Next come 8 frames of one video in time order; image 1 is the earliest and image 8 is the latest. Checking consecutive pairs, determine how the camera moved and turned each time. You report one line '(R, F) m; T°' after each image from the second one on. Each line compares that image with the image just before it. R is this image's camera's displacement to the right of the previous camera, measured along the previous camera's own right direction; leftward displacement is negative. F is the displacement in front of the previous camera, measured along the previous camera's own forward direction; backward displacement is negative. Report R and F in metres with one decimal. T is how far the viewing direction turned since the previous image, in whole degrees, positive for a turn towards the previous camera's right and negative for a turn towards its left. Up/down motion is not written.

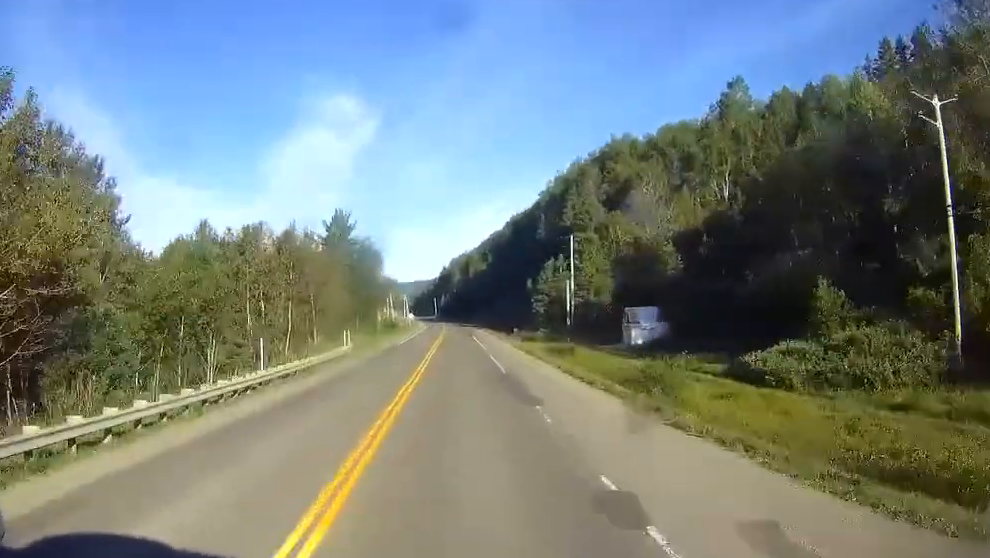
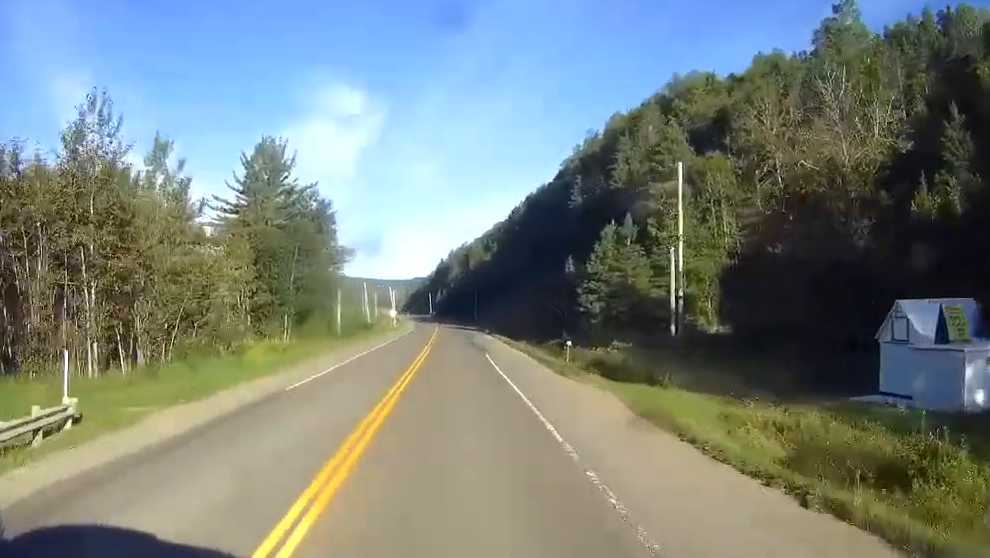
(+0.1, +49.9) m; 0°
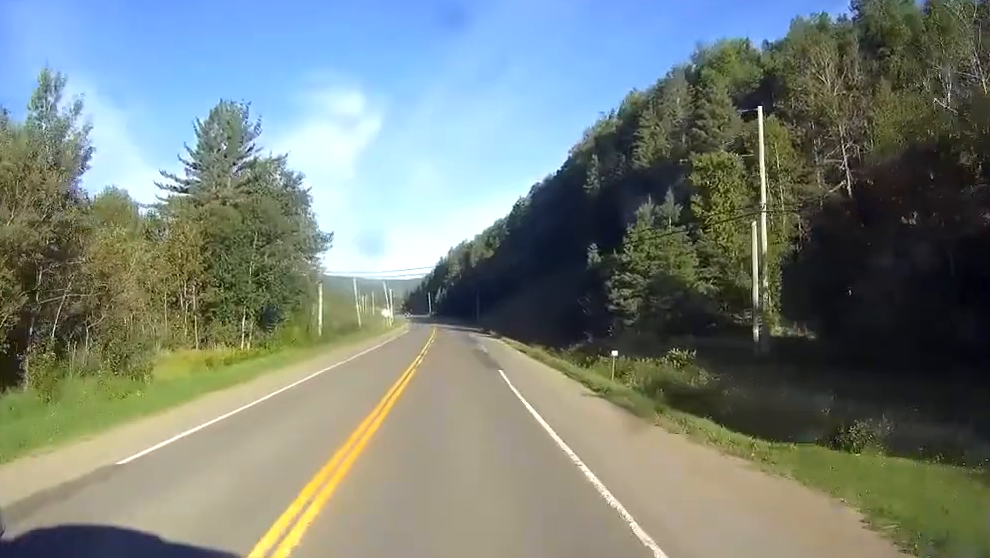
(+0.1, +14.8) m; 0°
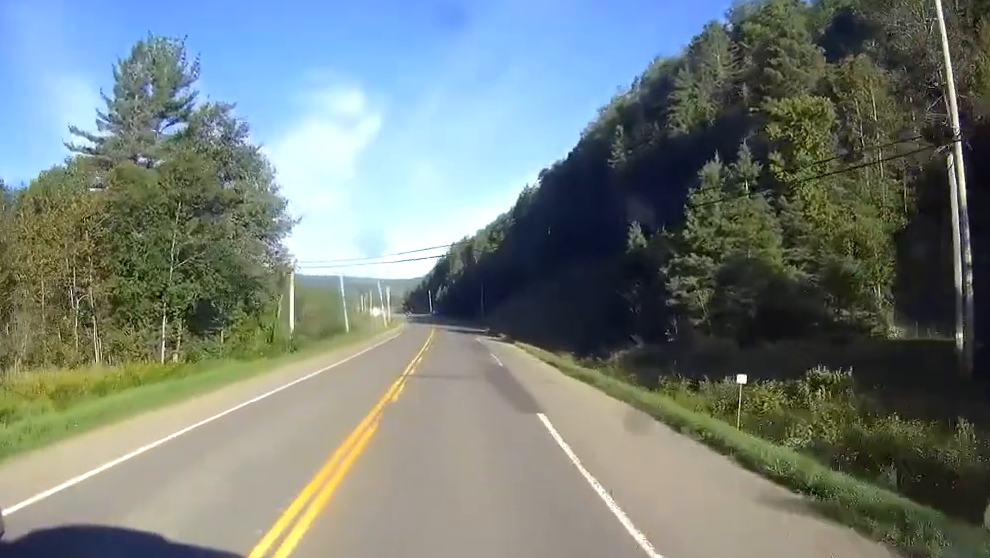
(0.0, +16.6) m; 0°
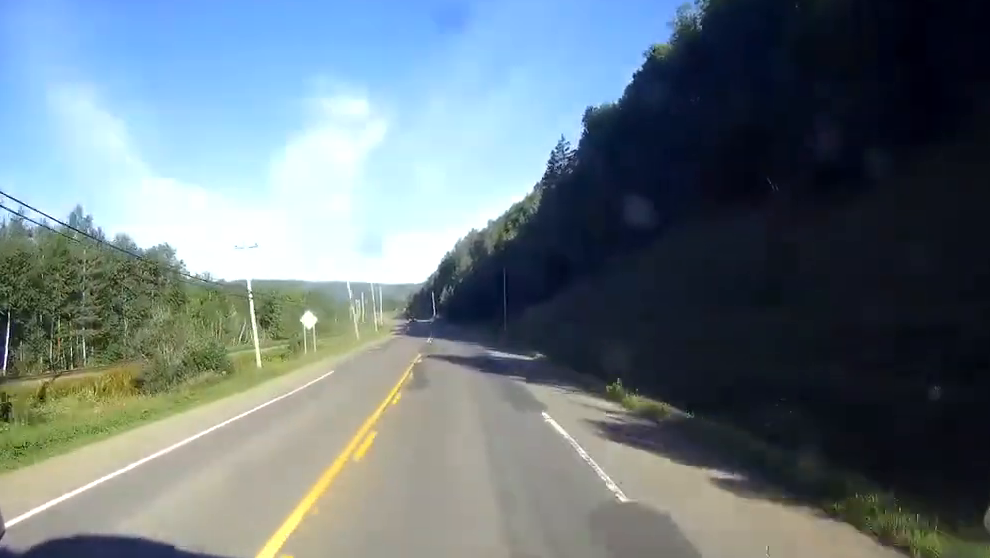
(-0.3, +53.5) m; -1°
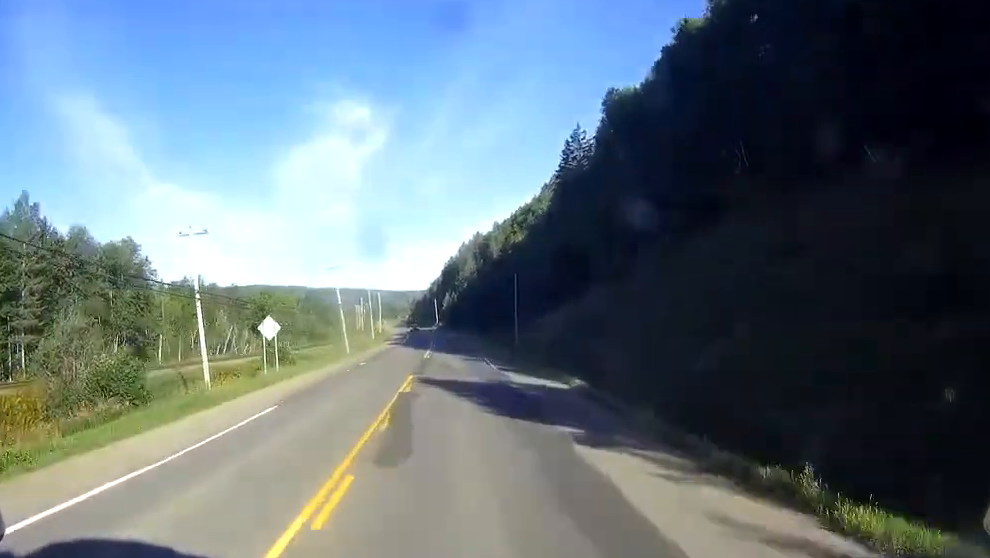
(0.0, +12.9) m; -1°
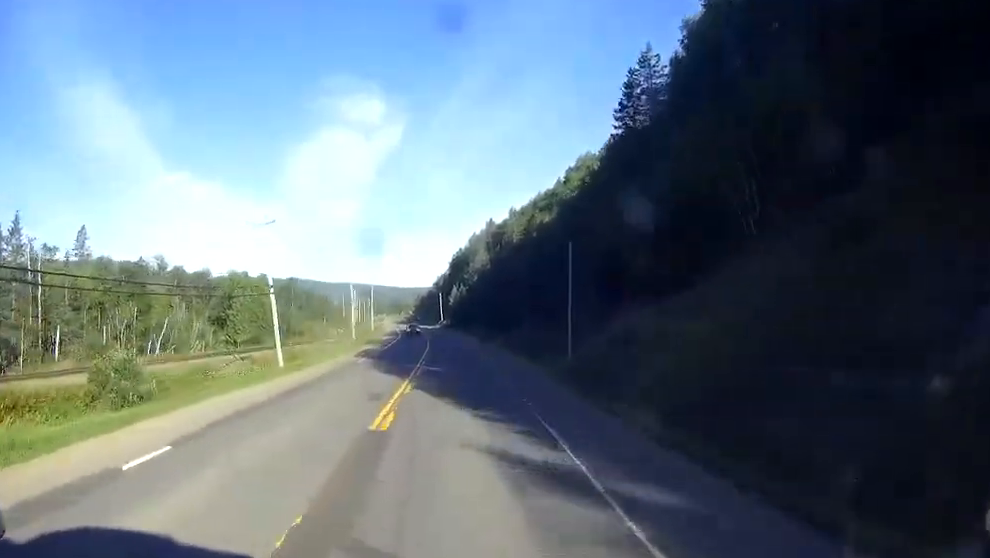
(-0.4, +36.8) m; -1°
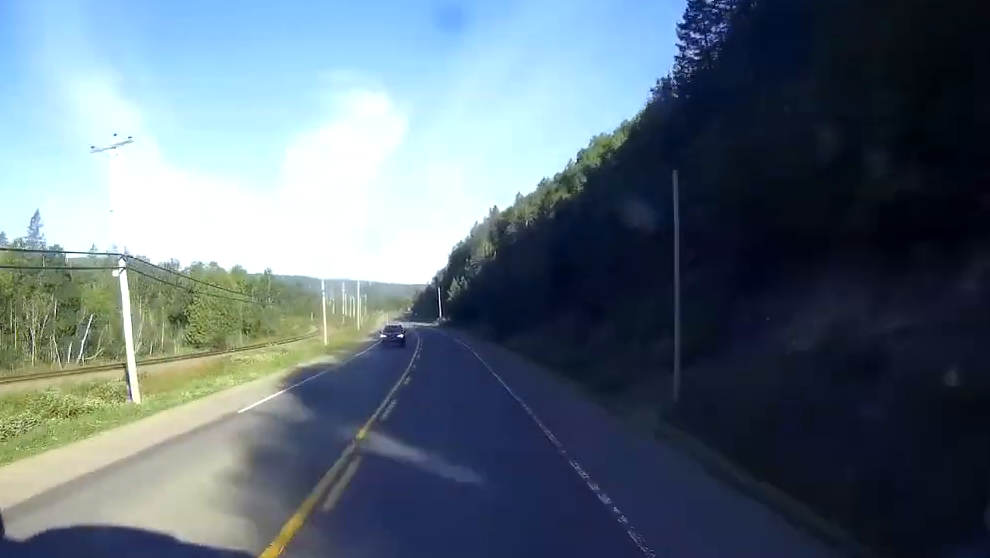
(-0.1, +24.9) m; 0°
